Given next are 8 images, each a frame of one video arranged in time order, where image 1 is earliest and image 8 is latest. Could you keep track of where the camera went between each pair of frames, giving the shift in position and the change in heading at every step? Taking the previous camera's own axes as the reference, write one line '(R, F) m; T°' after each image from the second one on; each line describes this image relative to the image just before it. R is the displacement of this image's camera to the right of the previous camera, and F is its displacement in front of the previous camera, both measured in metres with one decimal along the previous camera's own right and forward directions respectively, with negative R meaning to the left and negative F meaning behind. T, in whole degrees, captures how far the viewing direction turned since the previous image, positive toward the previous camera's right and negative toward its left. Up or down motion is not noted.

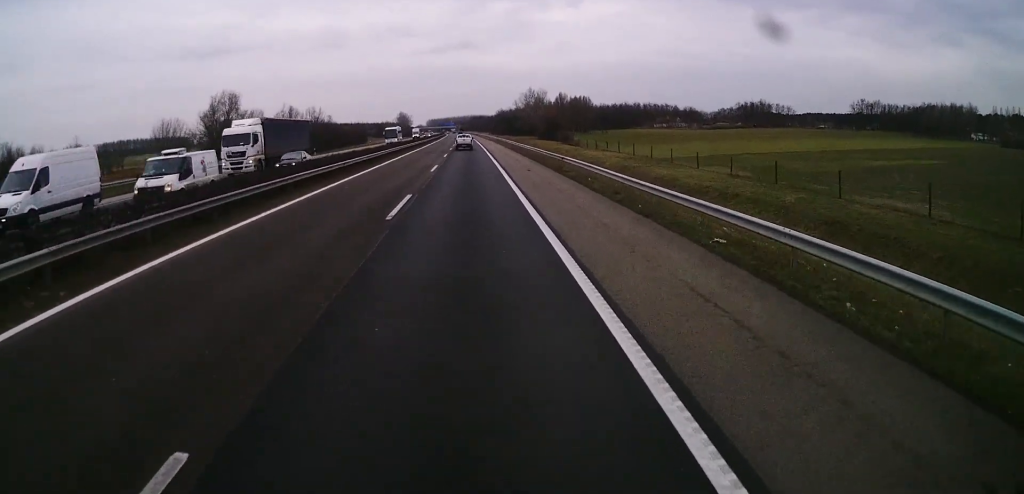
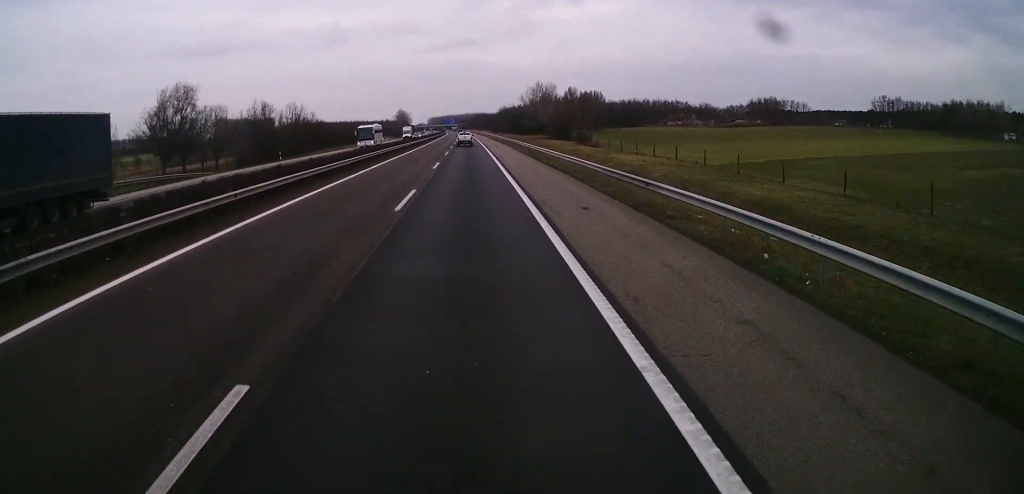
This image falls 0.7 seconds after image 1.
(0.0, +16.9) m; 0°
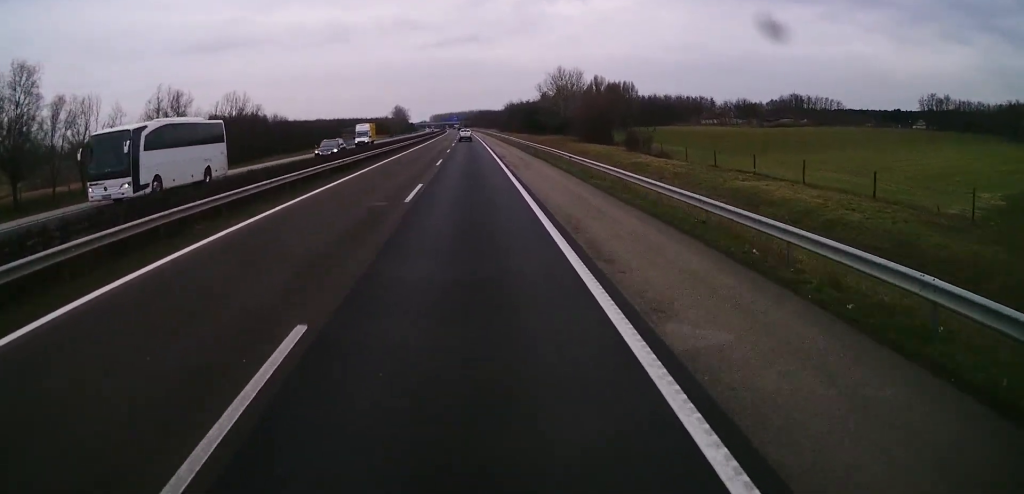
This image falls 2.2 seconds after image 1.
(0.0, +34.6) m; 0°
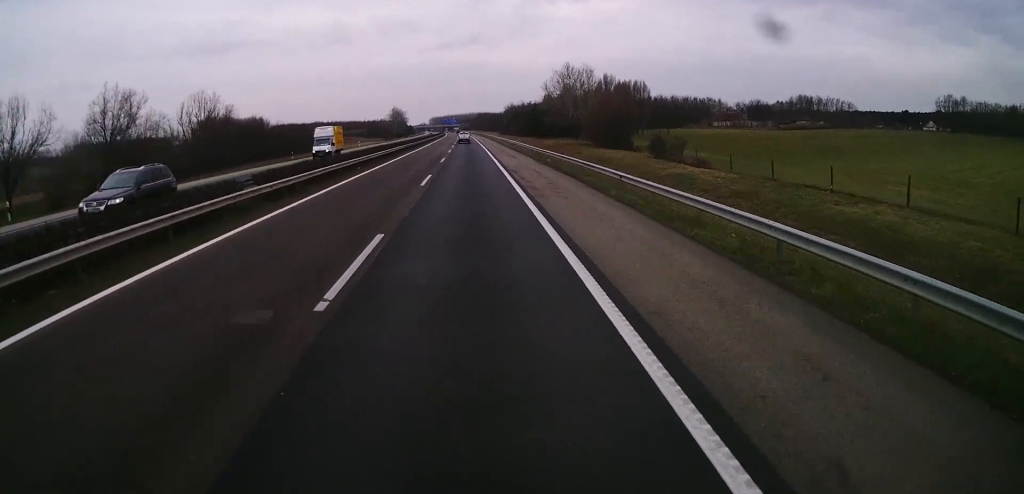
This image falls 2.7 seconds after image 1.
(0.0, +11.5) m; 0°
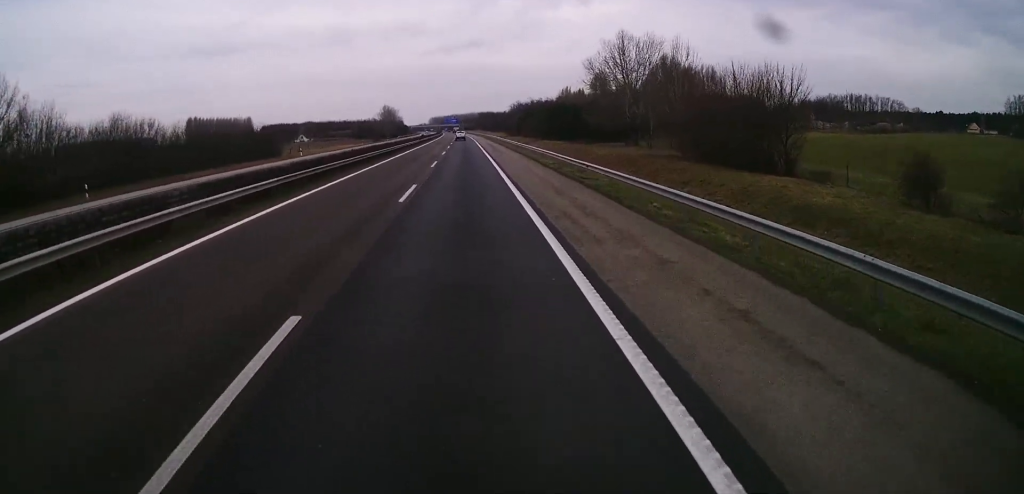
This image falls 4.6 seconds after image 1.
(-0.6, +42.9) m; -1°
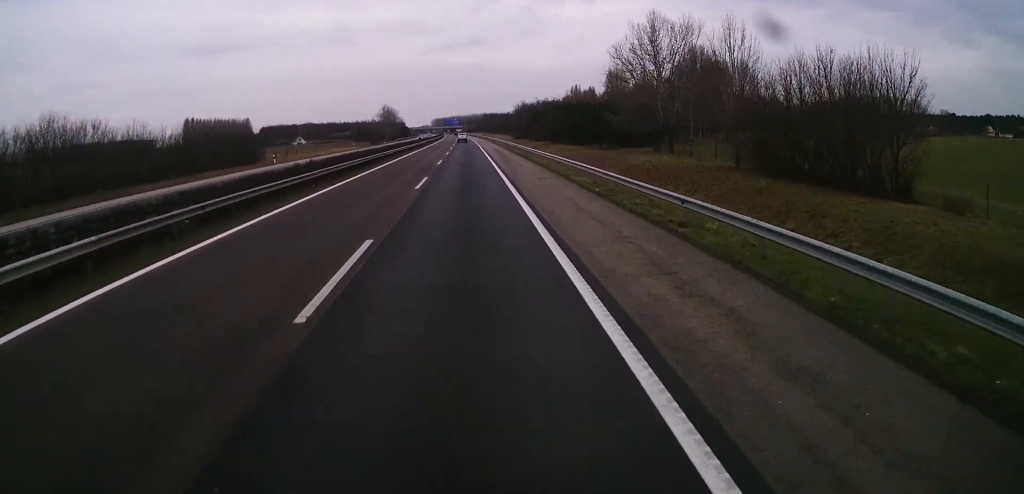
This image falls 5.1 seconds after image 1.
(0.0, +12.2) m; 0°
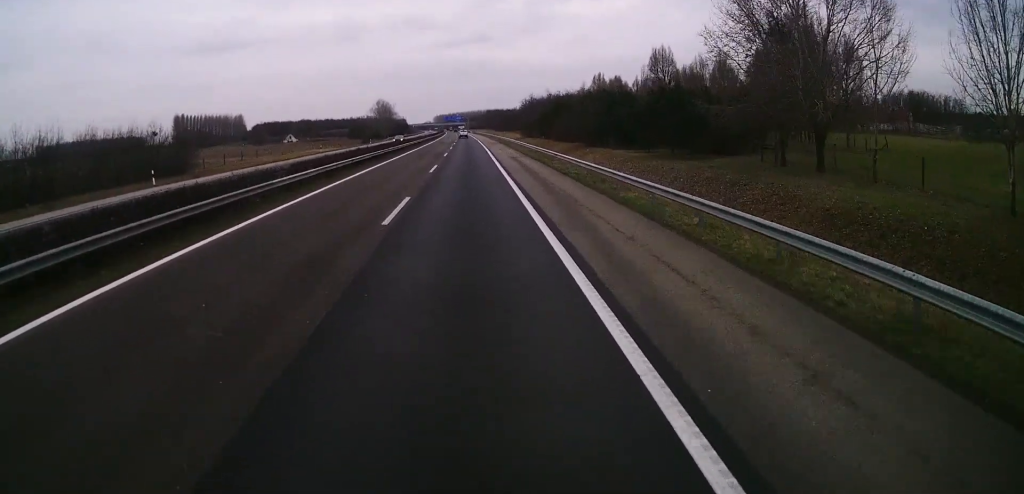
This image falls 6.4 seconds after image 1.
(+0.2, +28.3) m; 0°
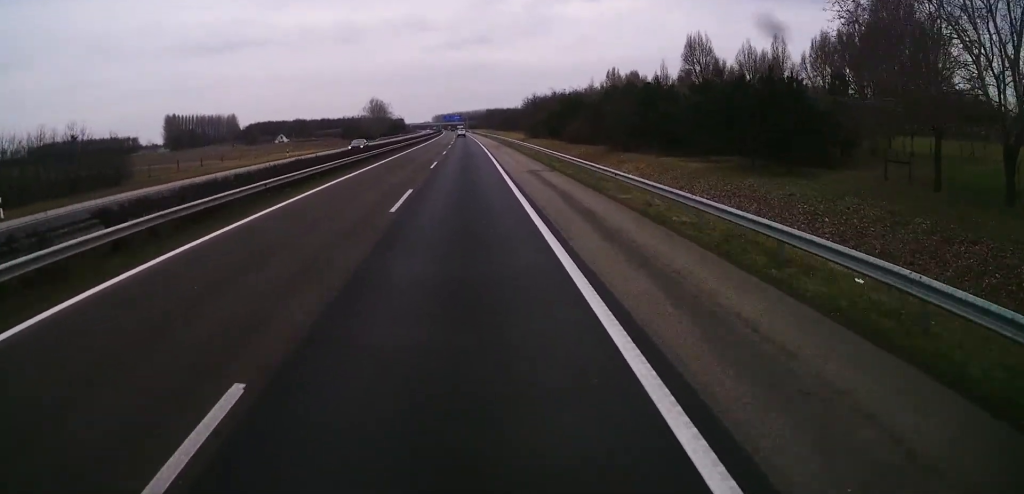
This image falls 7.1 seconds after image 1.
(-0.2, +16.2) m; -1°
